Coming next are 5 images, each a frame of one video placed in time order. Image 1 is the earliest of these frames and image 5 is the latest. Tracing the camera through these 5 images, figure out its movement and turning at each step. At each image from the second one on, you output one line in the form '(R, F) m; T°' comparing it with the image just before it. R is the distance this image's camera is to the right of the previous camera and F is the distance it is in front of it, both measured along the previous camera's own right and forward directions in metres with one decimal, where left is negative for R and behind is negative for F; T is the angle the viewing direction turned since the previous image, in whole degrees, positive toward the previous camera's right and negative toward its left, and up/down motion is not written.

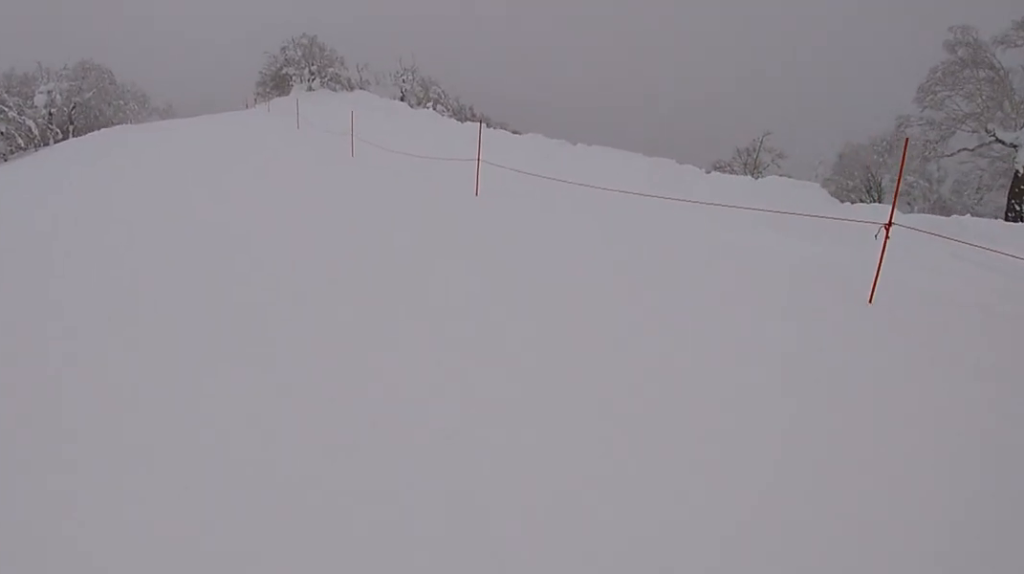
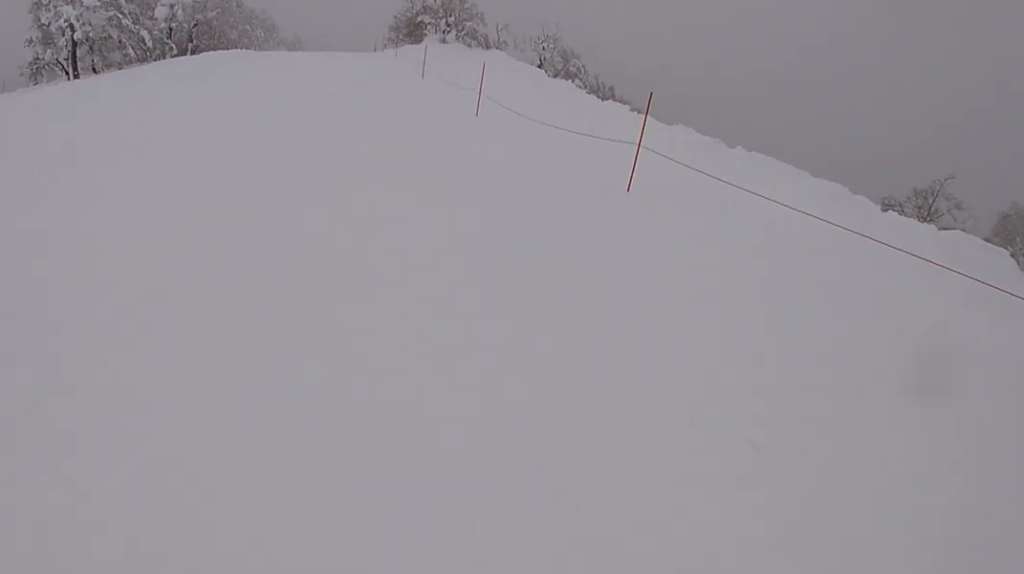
(+0.8, +3.7) m; +1°
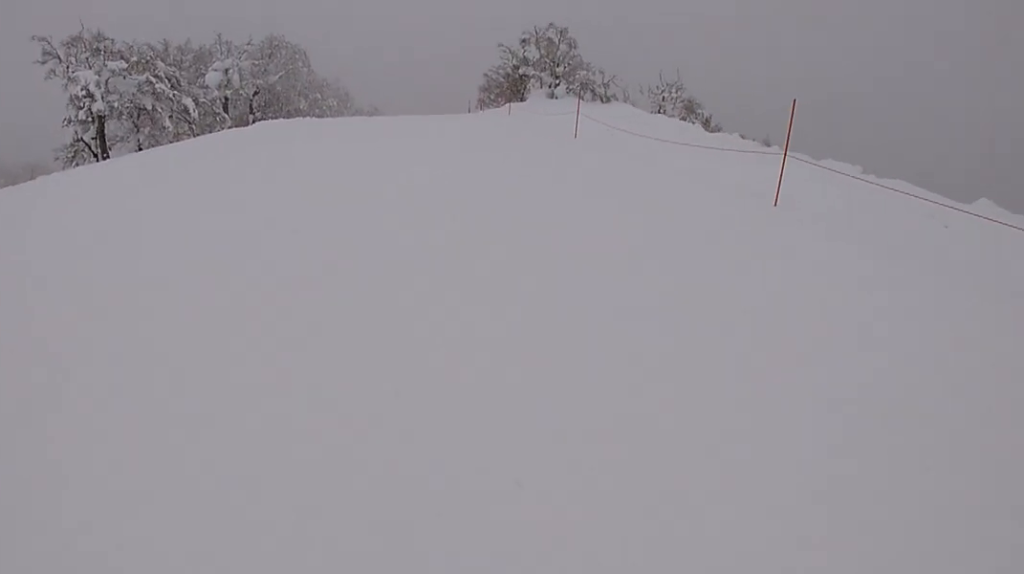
(-2.5, +12.4) m; -13°
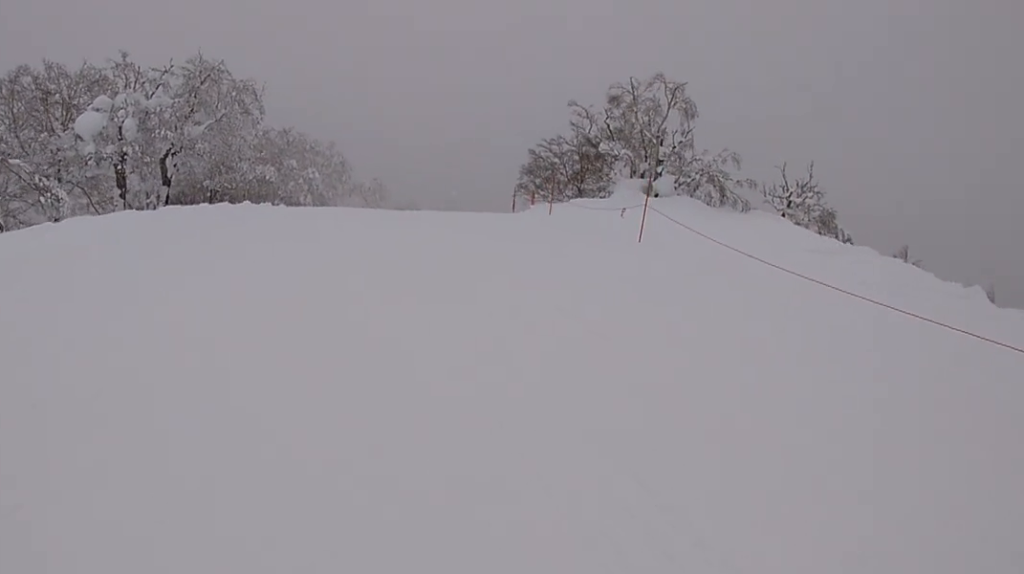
(+1.7, +23.1) m; +3°
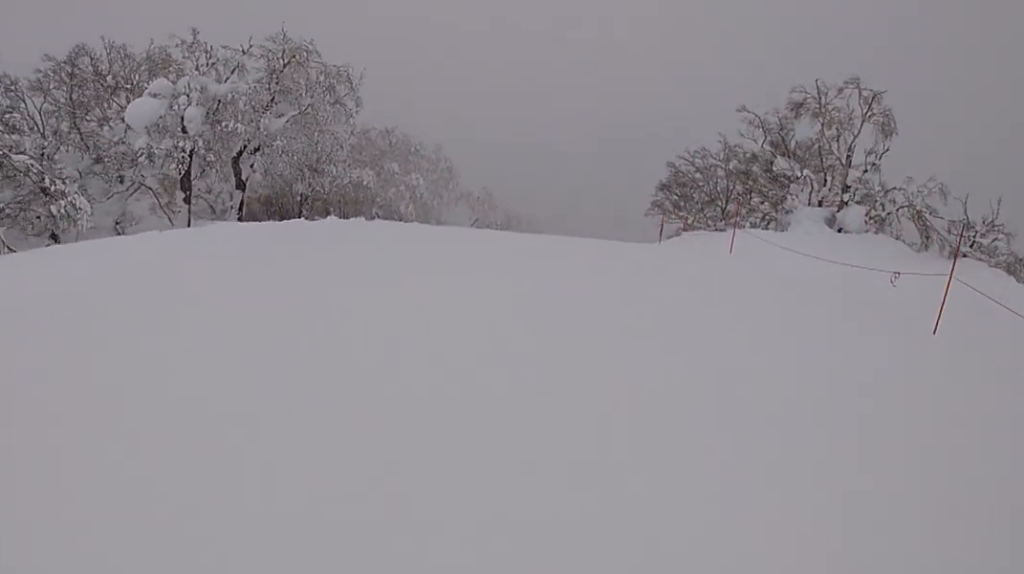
(-1.6, +7.0) m; -13°
